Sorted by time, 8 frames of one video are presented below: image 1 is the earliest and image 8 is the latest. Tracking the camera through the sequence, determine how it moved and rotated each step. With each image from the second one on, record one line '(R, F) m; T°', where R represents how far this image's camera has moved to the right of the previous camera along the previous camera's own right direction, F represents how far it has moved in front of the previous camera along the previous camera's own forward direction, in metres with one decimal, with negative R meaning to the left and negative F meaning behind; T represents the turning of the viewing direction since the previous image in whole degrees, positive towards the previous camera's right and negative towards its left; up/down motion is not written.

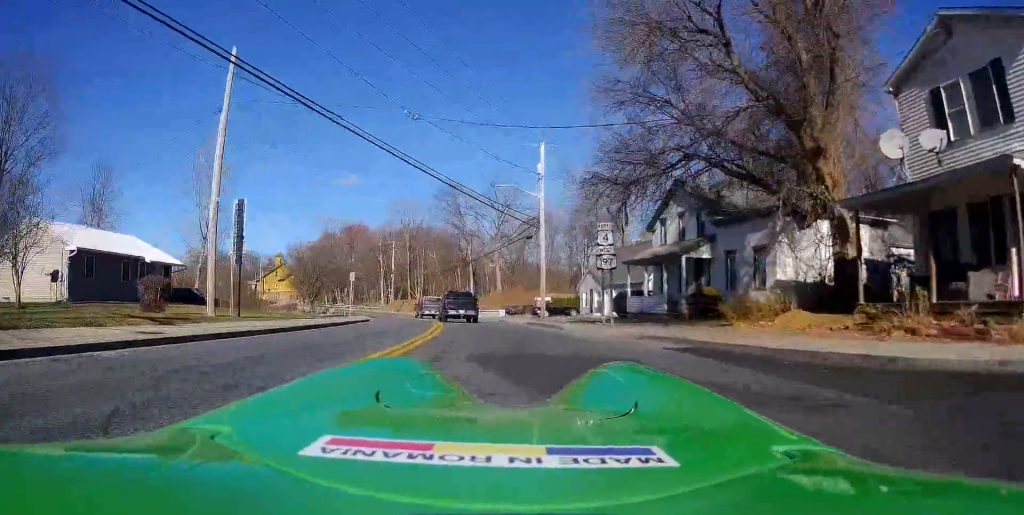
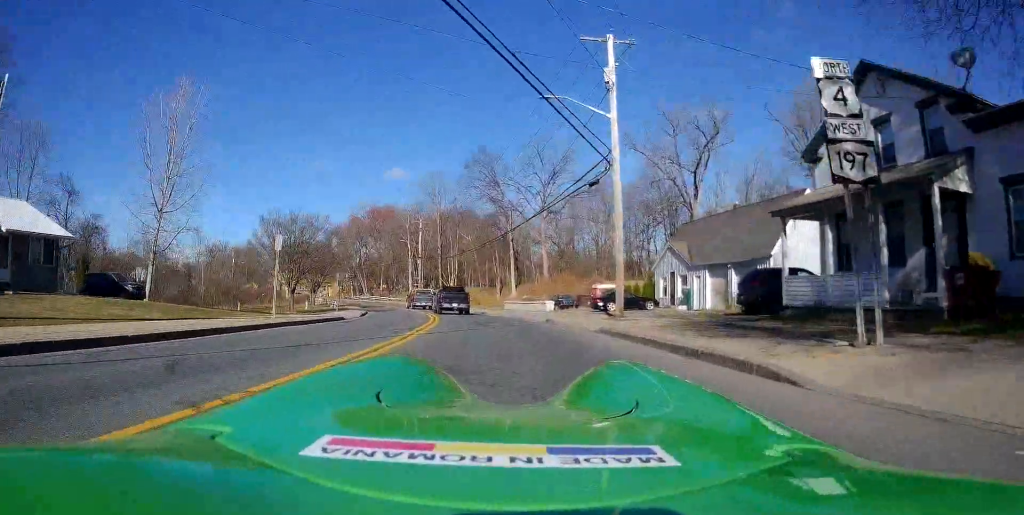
(0.0, +14.2) m; -3°
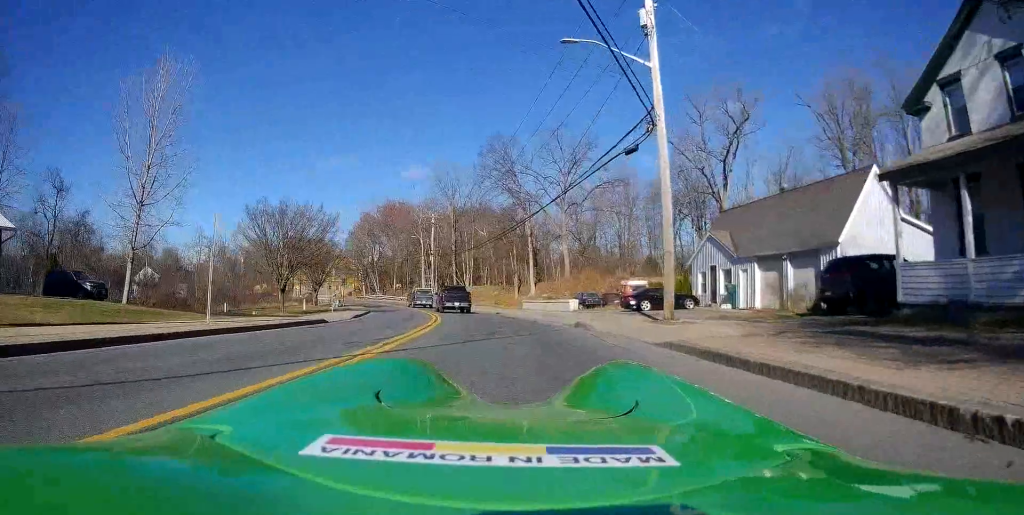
(-0.2, +3.1) m; -3°
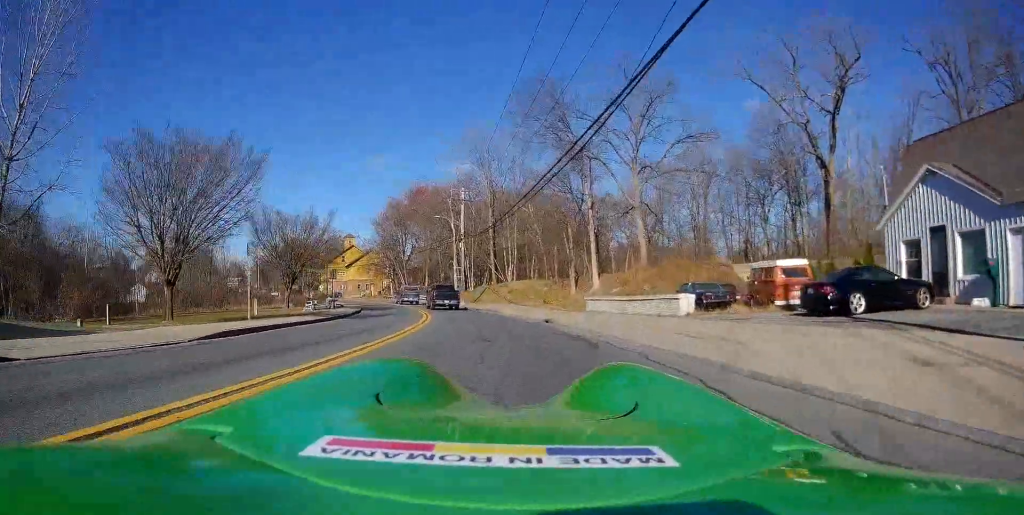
(-1.2, +15.6) m; -6°
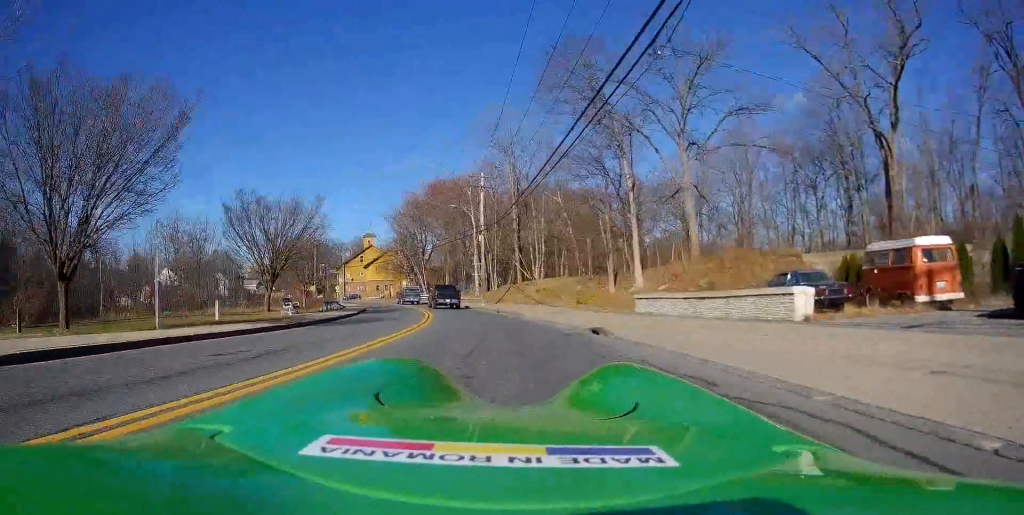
(-0.1, +9.7) m; -2°
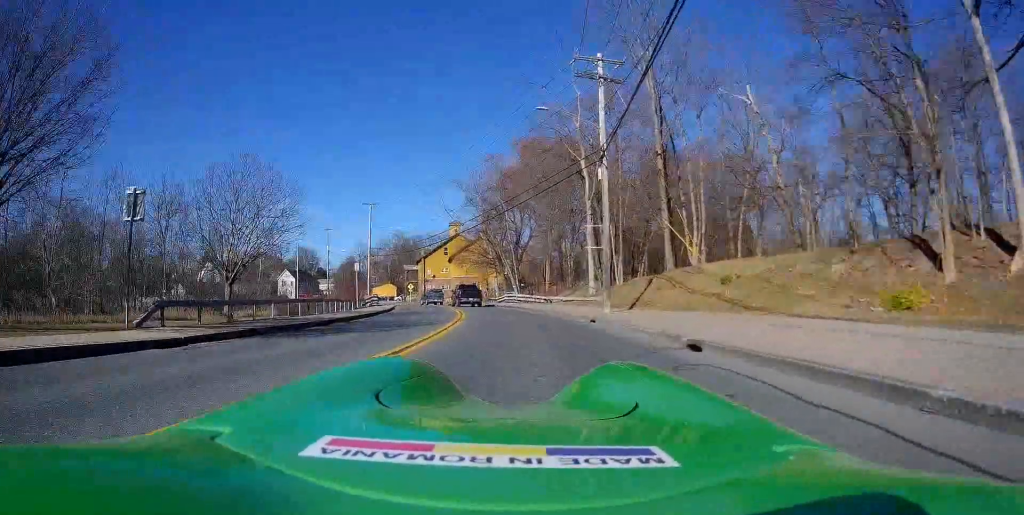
(-3.2, +28.0) m; -13°
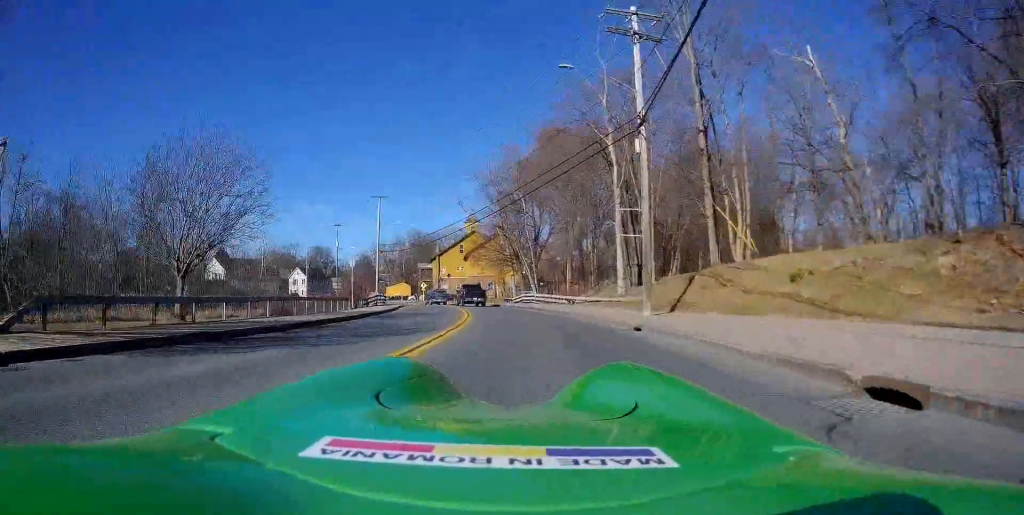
(0.0, +4.7) m; -2°
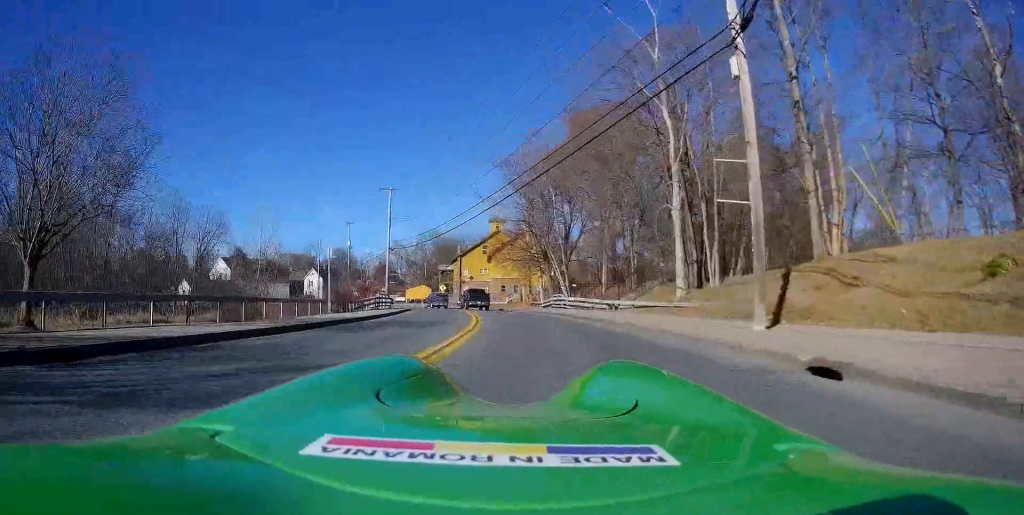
(-0.1, +8.5) m; -3°
